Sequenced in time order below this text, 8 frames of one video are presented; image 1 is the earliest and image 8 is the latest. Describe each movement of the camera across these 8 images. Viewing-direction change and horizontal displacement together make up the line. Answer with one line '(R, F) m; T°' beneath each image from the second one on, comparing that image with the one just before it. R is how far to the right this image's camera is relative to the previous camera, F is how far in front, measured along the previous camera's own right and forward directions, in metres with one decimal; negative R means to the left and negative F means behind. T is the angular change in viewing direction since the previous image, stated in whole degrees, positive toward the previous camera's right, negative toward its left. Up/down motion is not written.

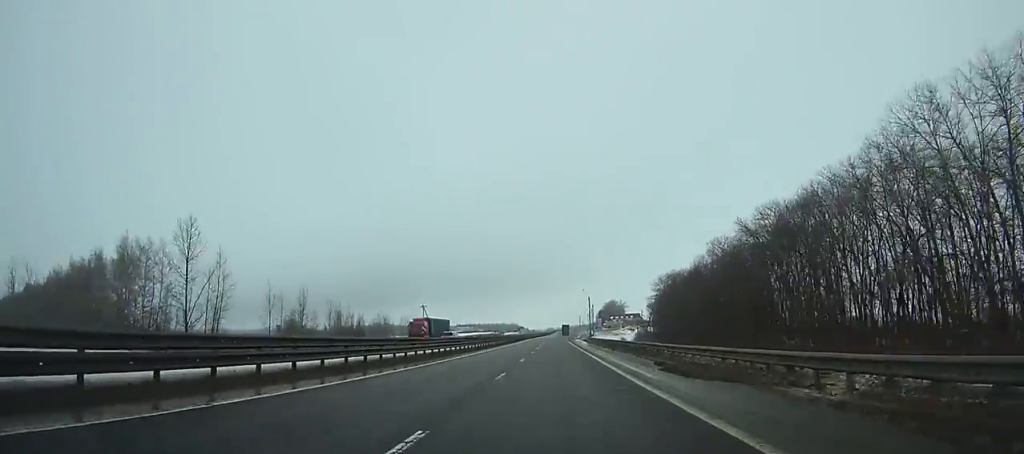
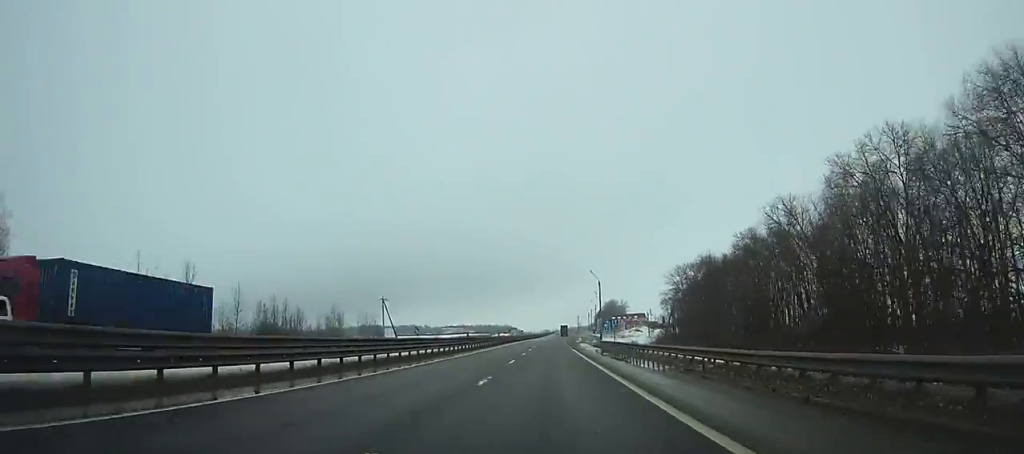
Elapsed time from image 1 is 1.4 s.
(+0.2, +38.1) m; 0°
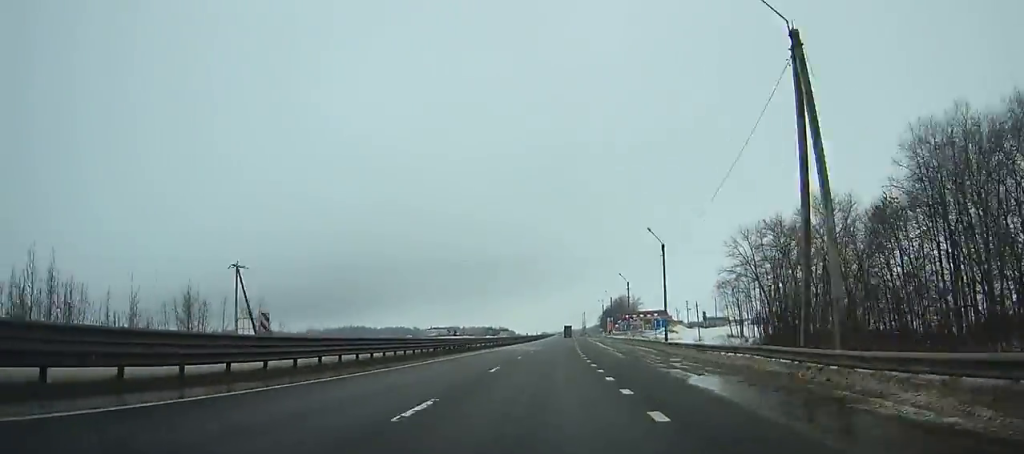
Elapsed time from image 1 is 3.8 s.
(+0.1, +65.5) m; 0°
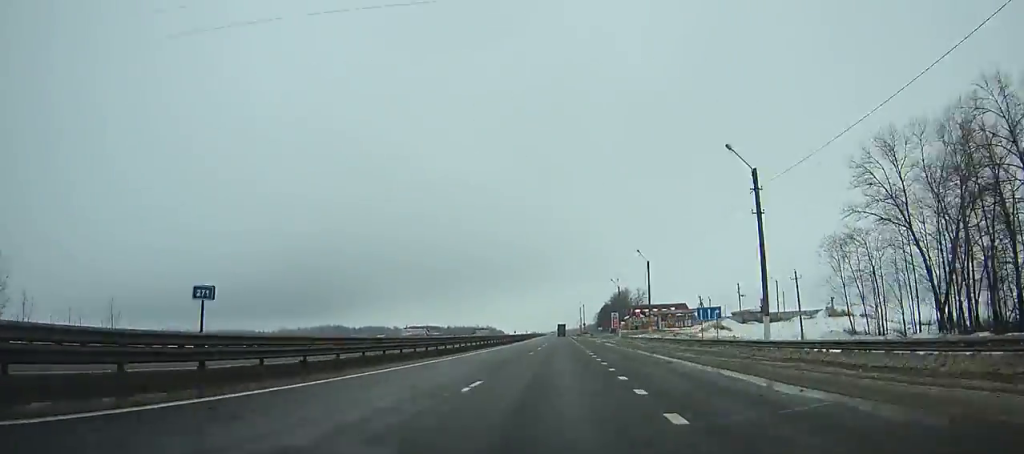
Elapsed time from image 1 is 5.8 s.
(+0.4, +54.8) m; 0°
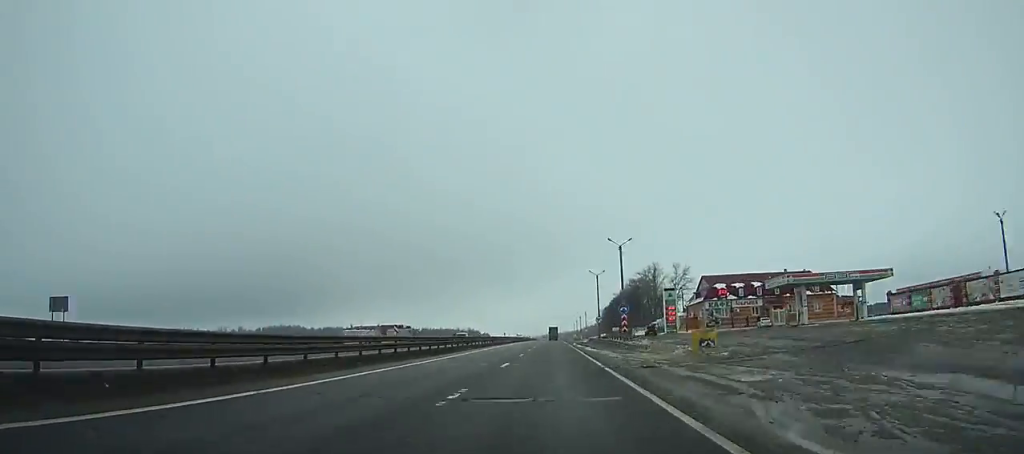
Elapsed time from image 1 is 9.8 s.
(+0.2, +109.4) m; 0°
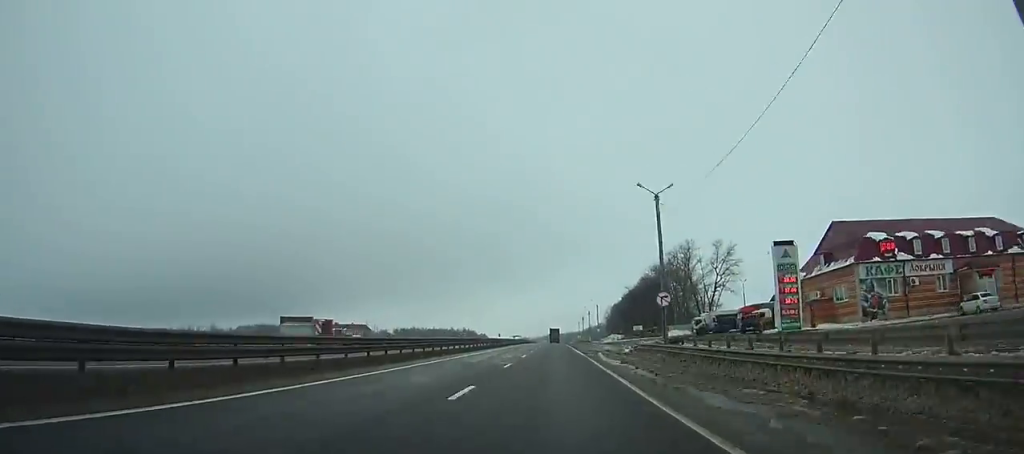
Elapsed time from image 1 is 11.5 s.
(-0.4, +46.6) m; -1°
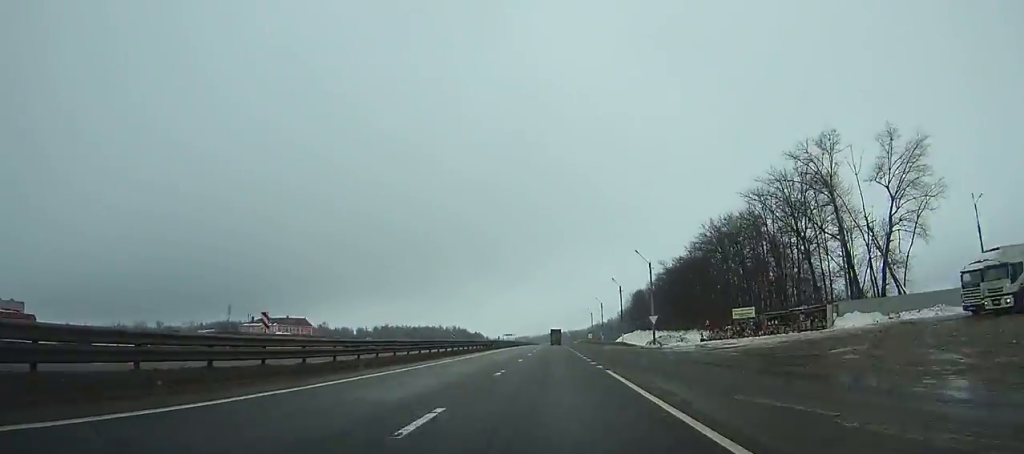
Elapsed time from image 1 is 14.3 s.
(-0.5, +76.6) m; 0°
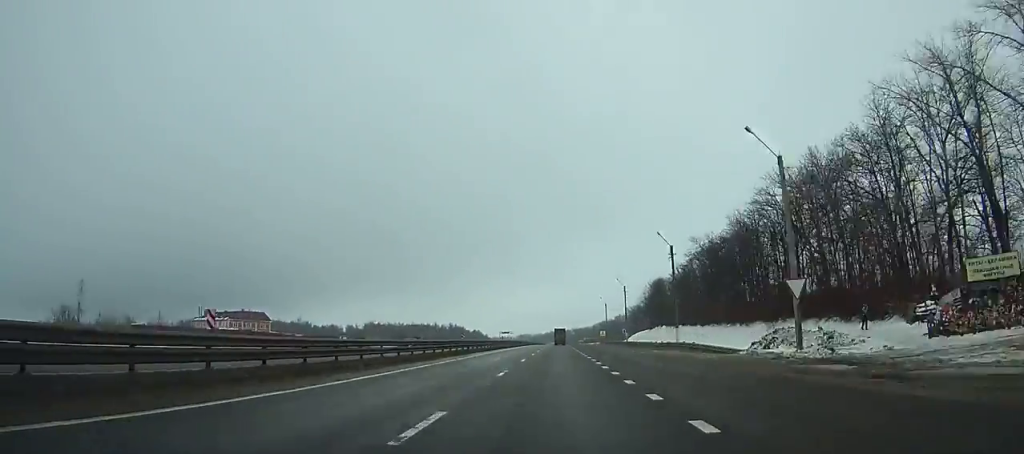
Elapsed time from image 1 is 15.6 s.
(-0.3, +35.6) m; 0°
